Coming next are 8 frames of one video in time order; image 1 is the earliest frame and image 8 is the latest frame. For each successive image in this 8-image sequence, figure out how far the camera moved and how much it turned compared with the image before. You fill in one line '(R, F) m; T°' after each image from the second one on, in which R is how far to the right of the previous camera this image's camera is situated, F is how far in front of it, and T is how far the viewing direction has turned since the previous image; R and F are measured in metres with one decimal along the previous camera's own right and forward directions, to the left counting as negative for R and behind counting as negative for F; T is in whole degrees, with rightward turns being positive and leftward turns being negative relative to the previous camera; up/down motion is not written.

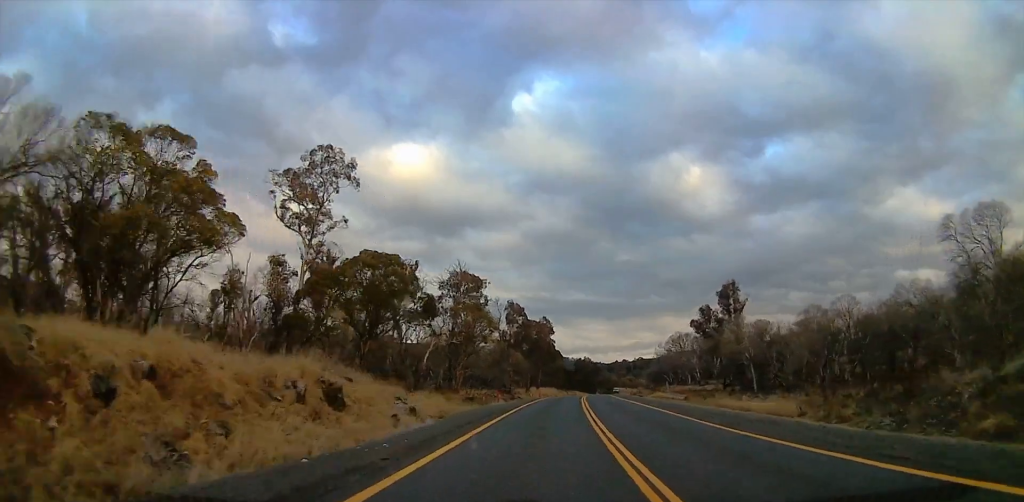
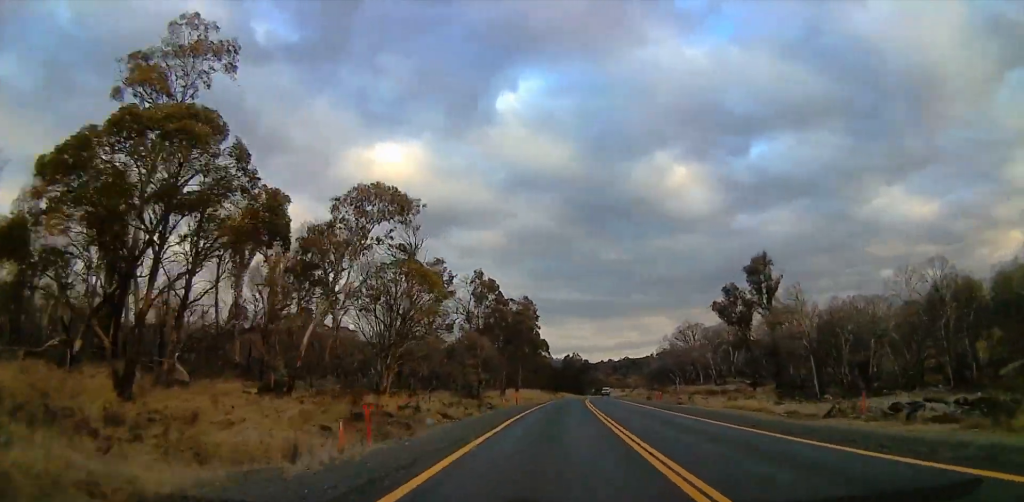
(0.0, +30.3) m; +1°
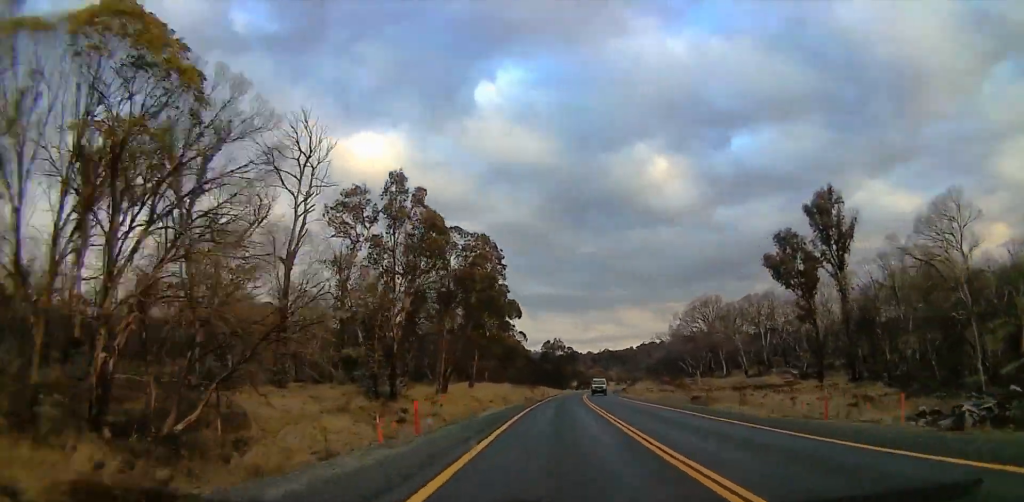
(+0.7, +34.9) m; +3°
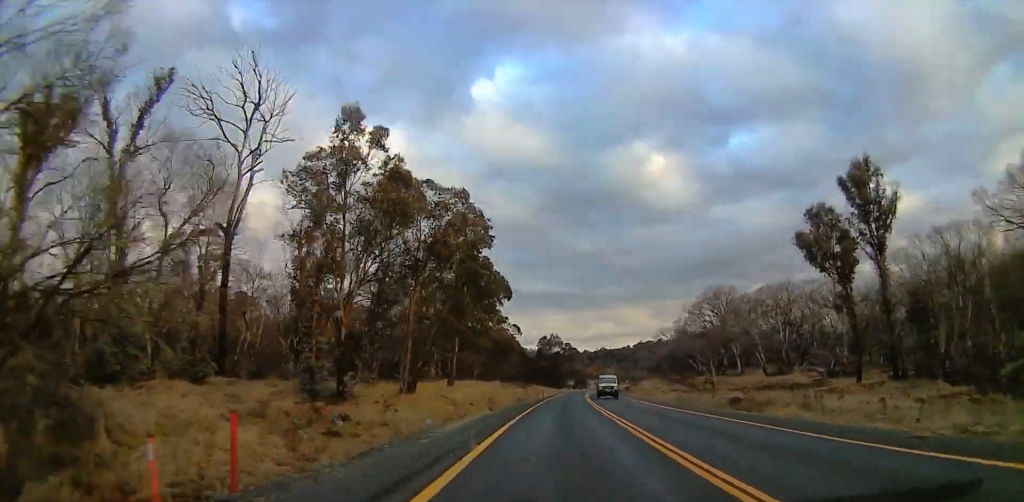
(+0.2, +11.0) m; 0°
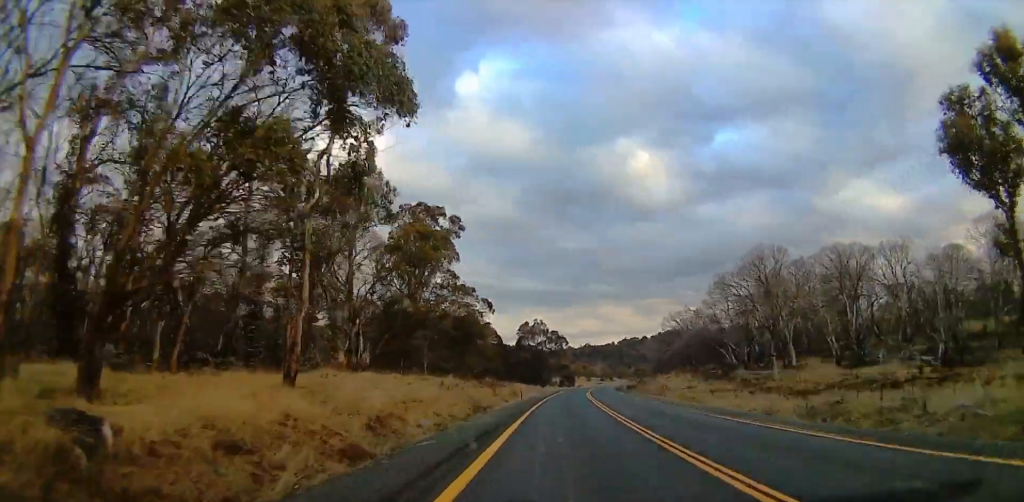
(+0.3, +29.8) m; +1°
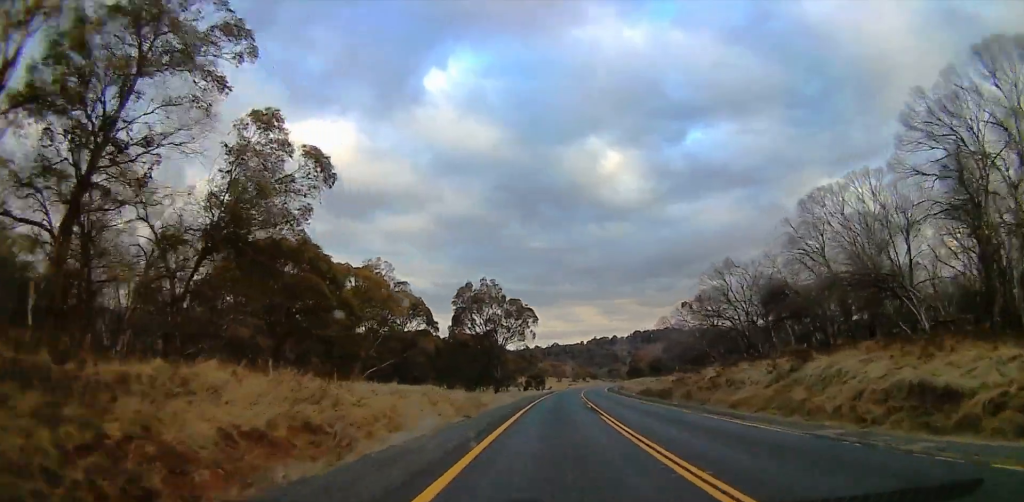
(+1.9, +52.1) m; +3°
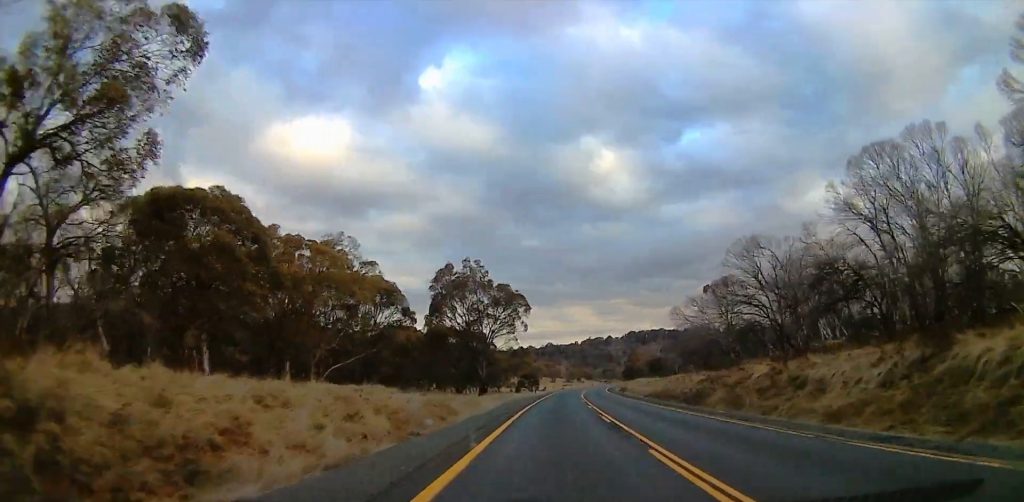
(-0.5, +12.3) m; 0°
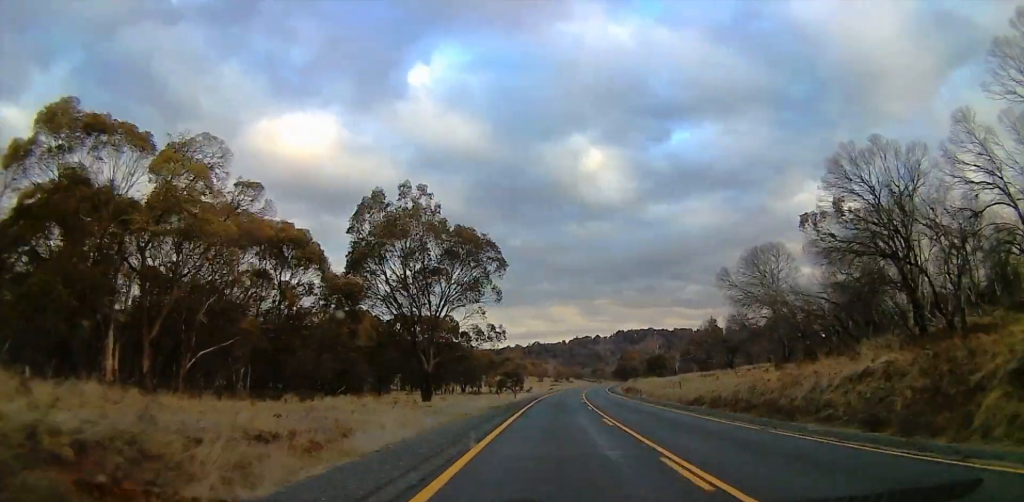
(+0.2, +24.6) m; +1°
